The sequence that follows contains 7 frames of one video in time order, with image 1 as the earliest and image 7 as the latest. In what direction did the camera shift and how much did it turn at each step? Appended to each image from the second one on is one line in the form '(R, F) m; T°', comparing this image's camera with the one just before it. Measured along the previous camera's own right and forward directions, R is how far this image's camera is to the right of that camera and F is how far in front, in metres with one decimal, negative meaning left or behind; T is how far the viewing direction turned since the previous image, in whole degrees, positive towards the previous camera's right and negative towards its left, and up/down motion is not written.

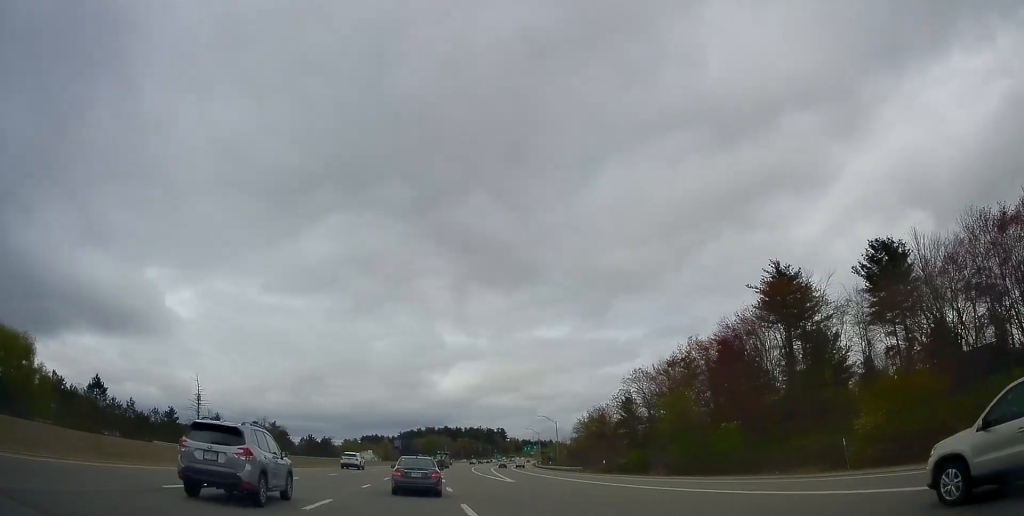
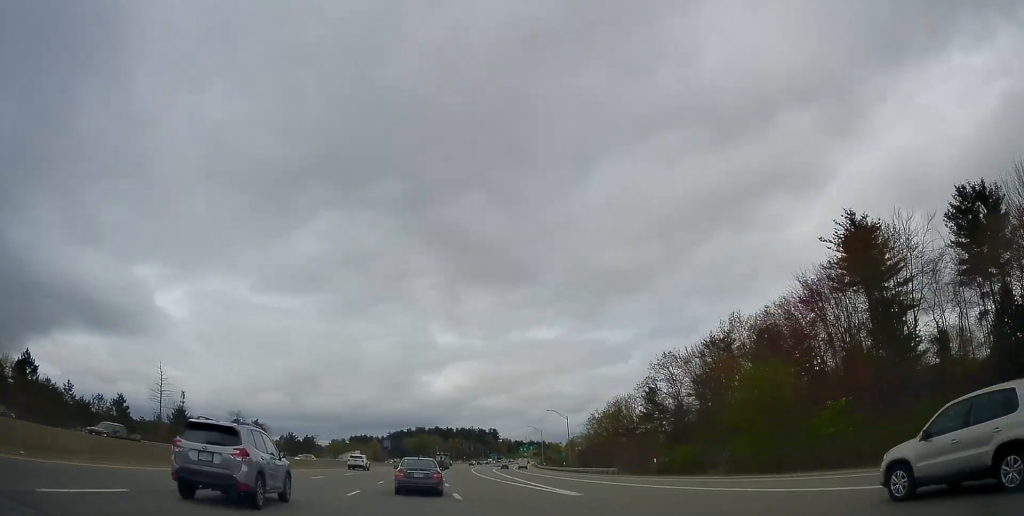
(+0.1, +17.3) m; +1°
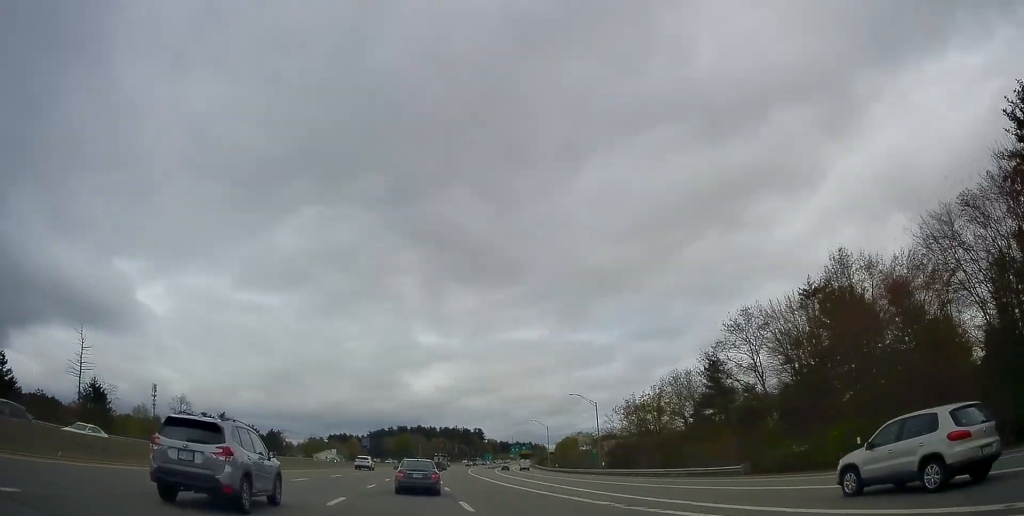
(0.0, +27.8) m; +1°
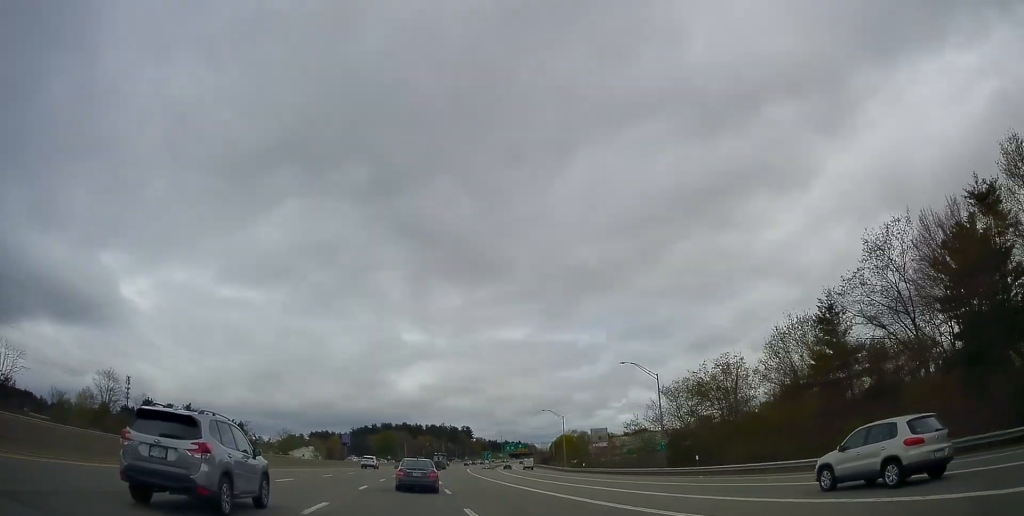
(+0.5, +26.6) m; +2°
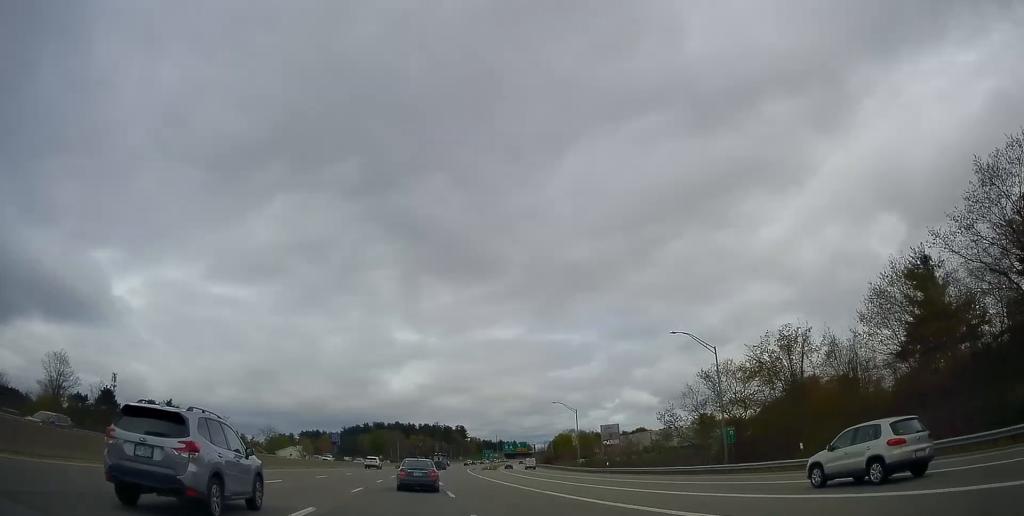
(+0.1, +13.9) m; +1°
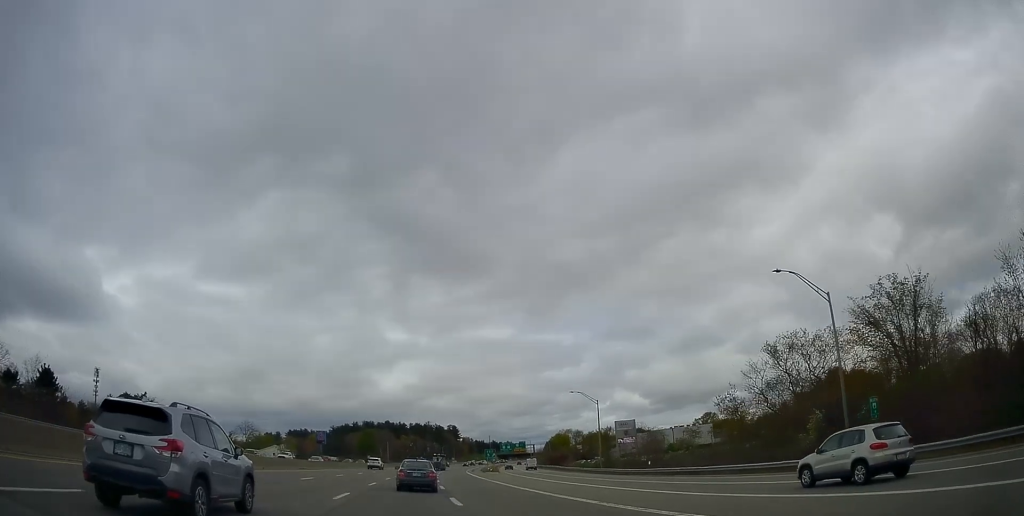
(+0.1, +16.2) m; 0°
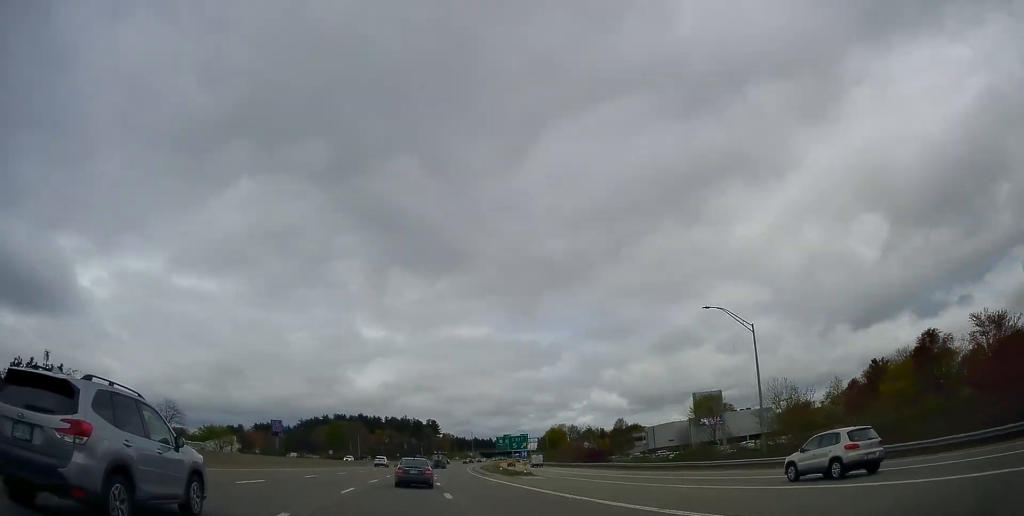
(+0.4, +45.1) m; +2°
